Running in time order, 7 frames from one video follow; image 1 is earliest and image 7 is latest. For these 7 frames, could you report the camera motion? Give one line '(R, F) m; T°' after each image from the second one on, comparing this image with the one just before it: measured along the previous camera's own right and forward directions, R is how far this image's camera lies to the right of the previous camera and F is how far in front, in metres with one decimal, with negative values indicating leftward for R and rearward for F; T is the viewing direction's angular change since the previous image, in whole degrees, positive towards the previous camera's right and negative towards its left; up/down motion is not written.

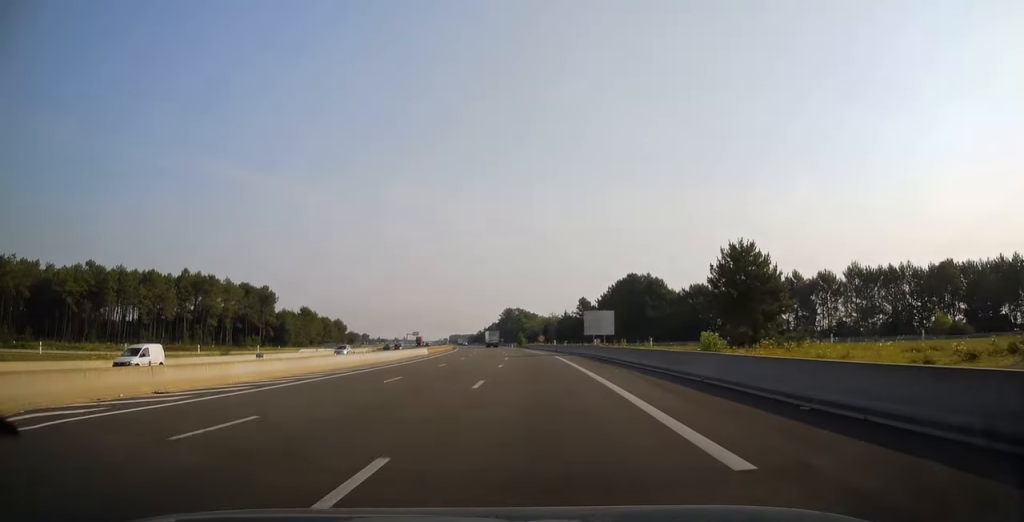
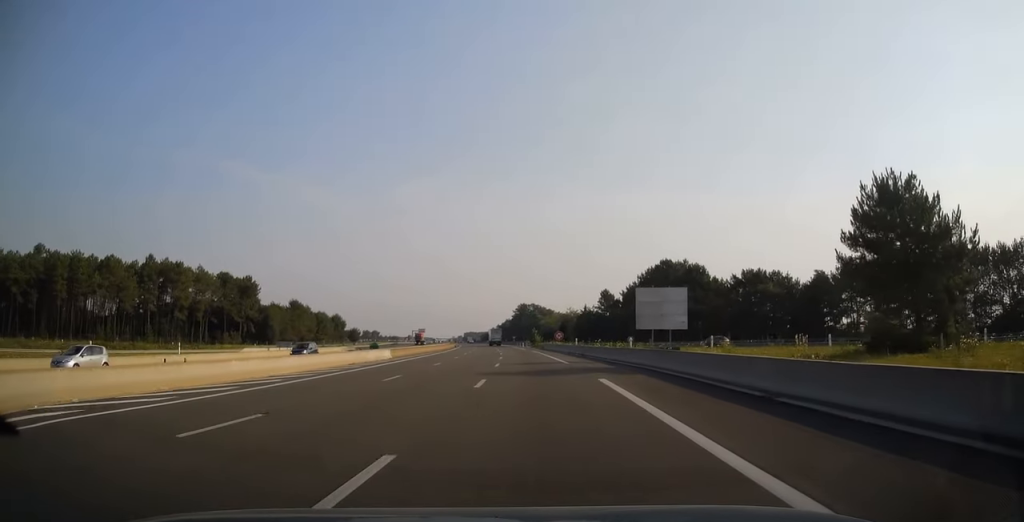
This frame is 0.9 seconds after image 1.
(-0.4, +26.1) m; -2°
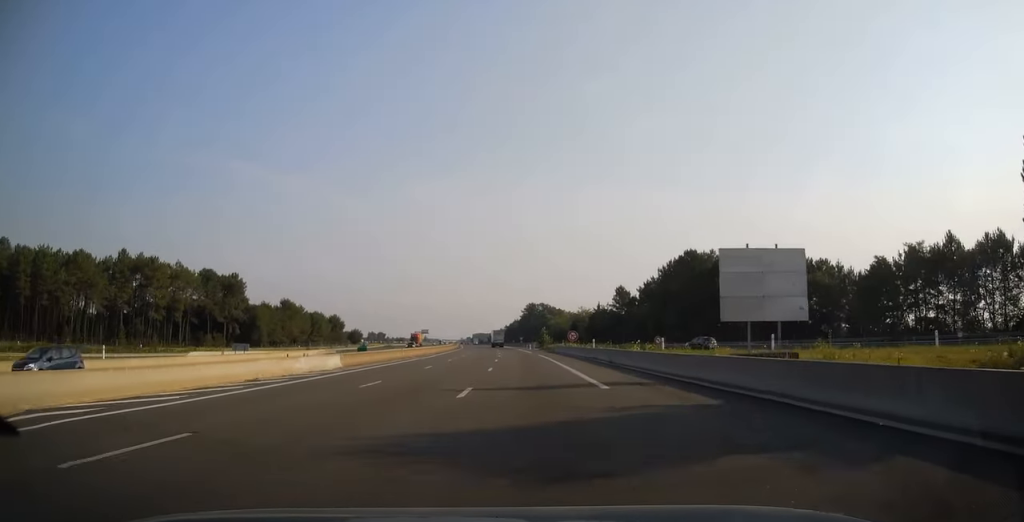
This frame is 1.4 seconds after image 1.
(-0.2, +15.8) m; -1°
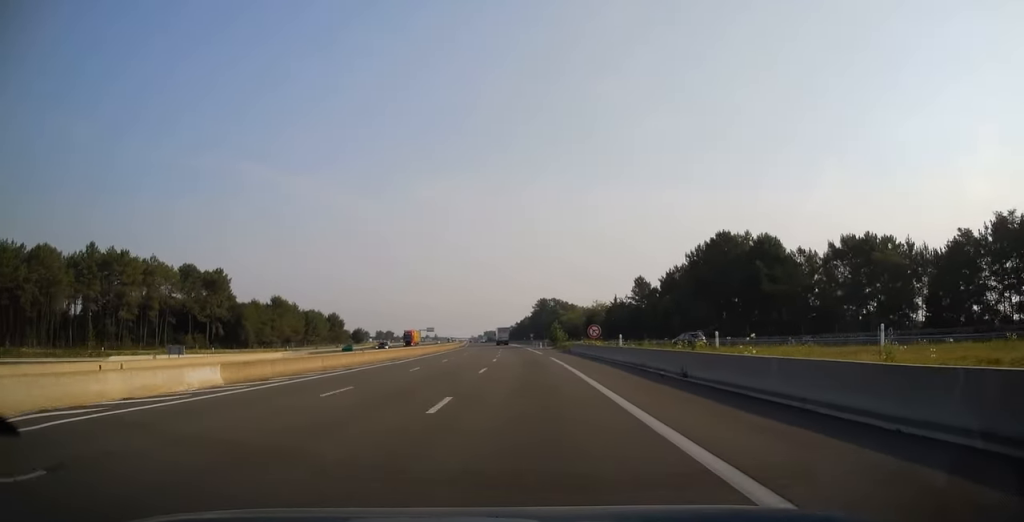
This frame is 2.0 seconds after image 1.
(-0.1, +16.3) m; -1°
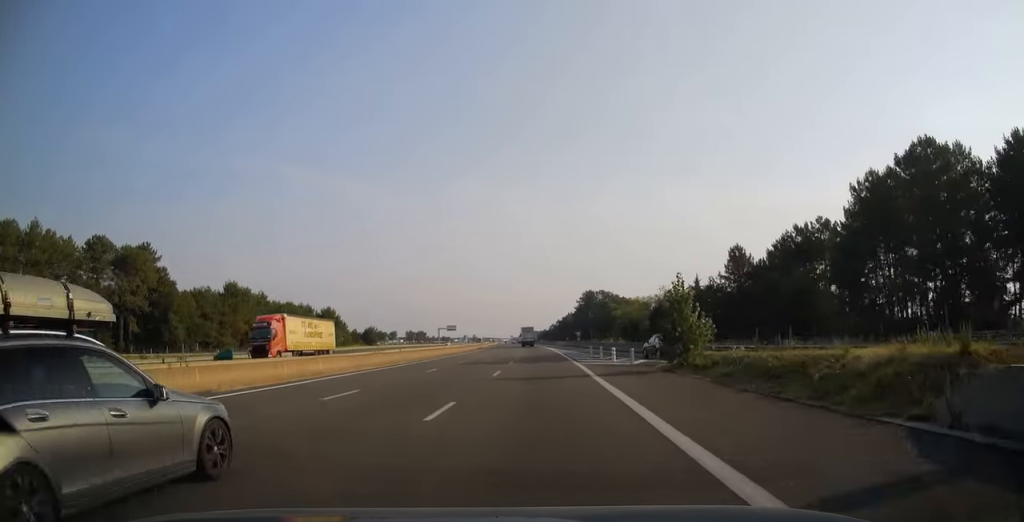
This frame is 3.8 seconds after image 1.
(-1.8, +53.3) m; -4°
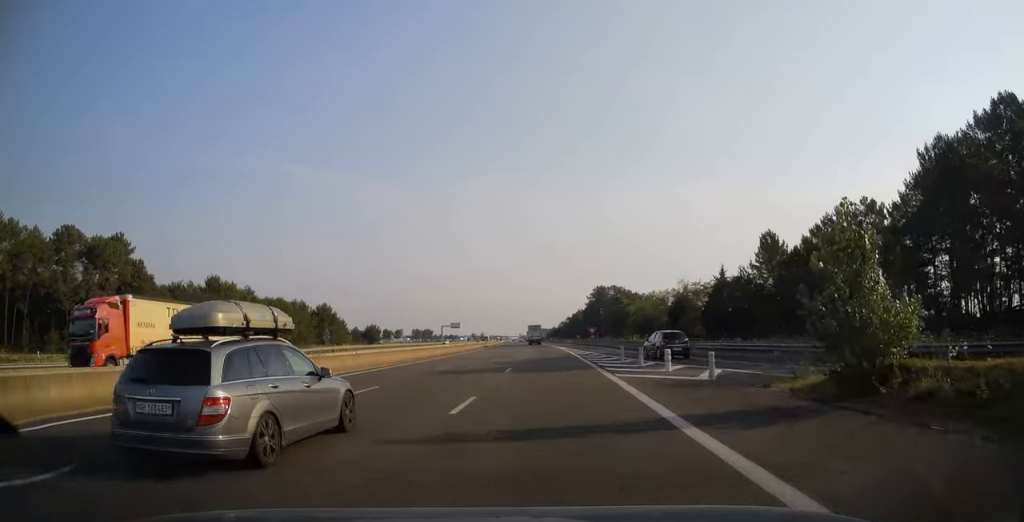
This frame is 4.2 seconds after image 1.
(0.0, +12.4) m; -1°
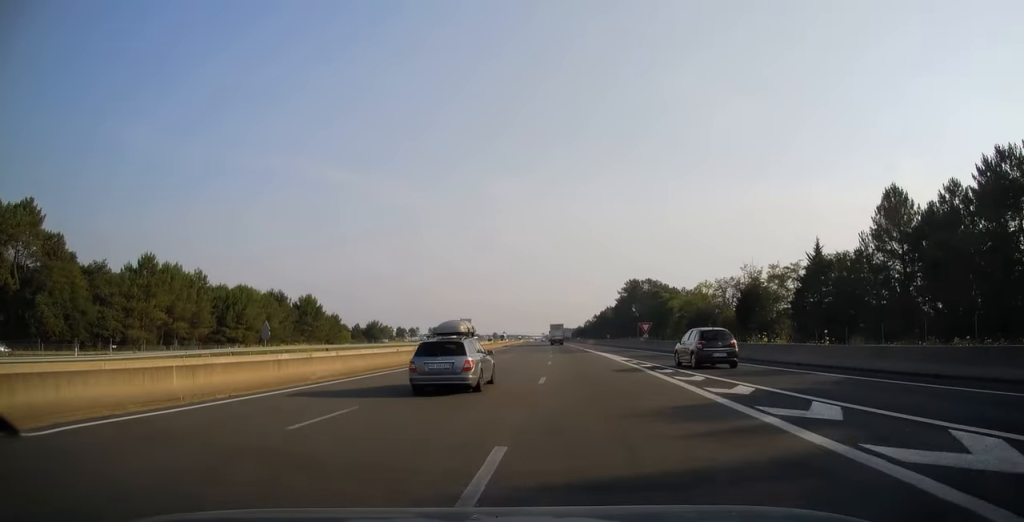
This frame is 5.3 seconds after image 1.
(-0.6, +32.6) m; -2°
